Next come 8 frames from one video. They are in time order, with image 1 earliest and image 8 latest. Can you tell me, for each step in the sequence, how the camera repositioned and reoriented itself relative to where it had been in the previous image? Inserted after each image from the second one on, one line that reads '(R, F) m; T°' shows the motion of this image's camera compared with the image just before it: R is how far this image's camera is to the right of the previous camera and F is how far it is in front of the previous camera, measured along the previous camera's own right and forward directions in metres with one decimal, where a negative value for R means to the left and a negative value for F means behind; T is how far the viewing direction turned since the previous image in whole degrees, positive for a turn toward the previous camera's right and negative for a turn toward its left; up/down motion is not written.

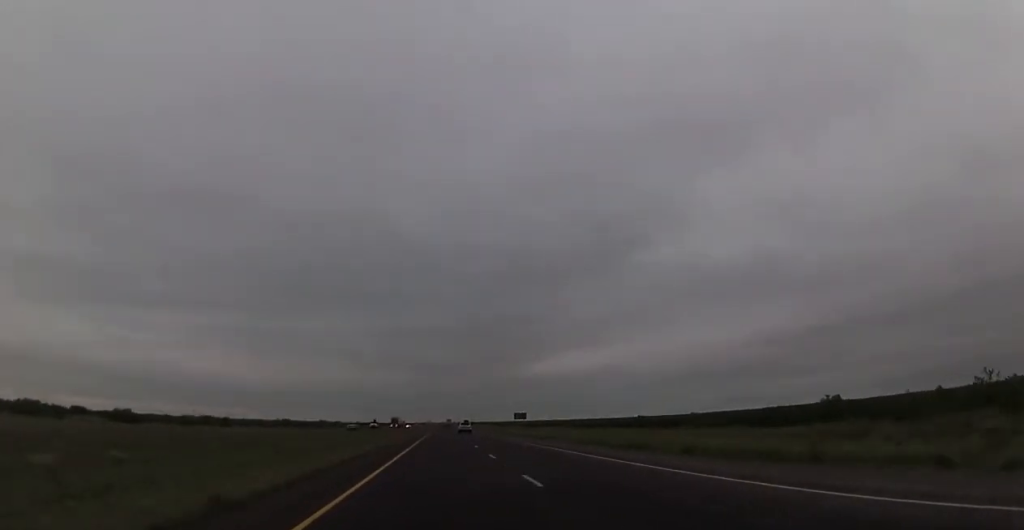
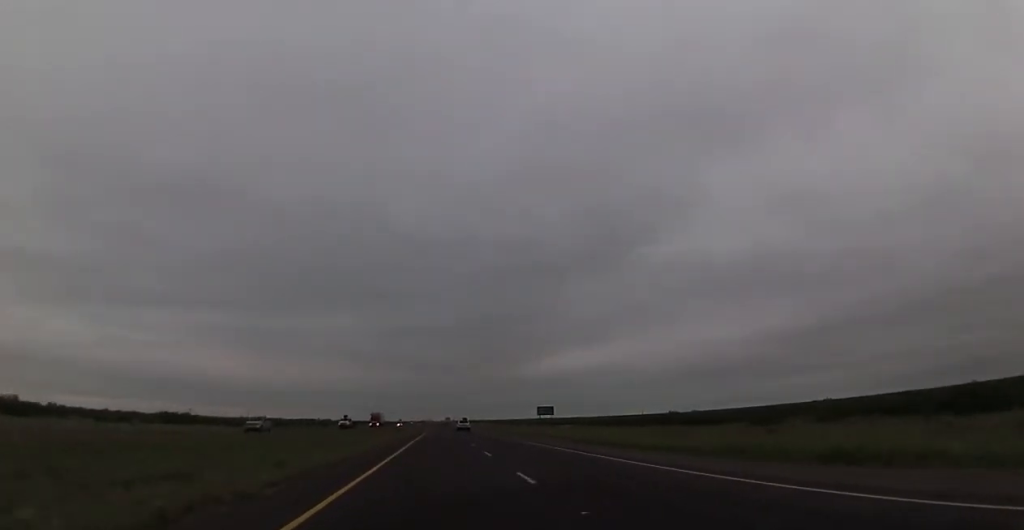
(-0.1, +35.9) m; 0°
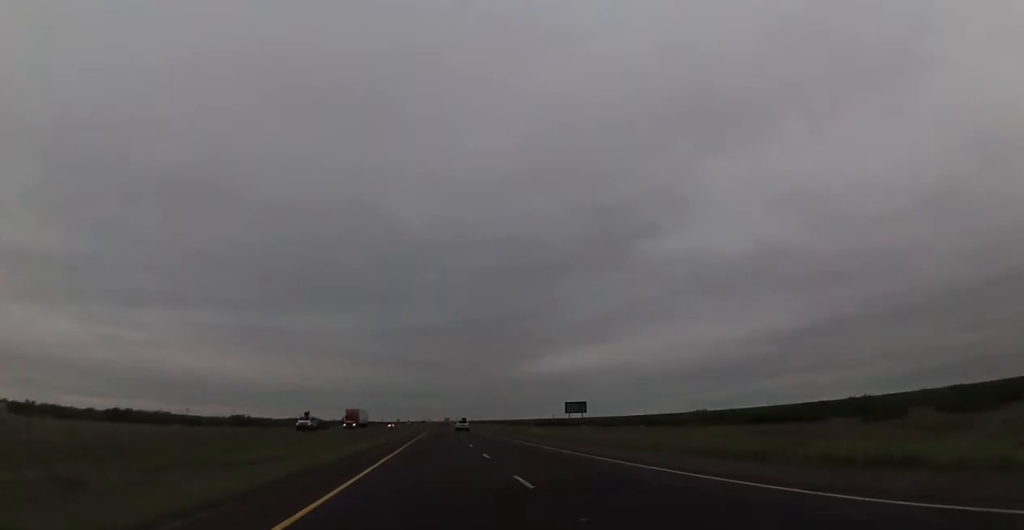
(+0.1, +24.8) m; 0°
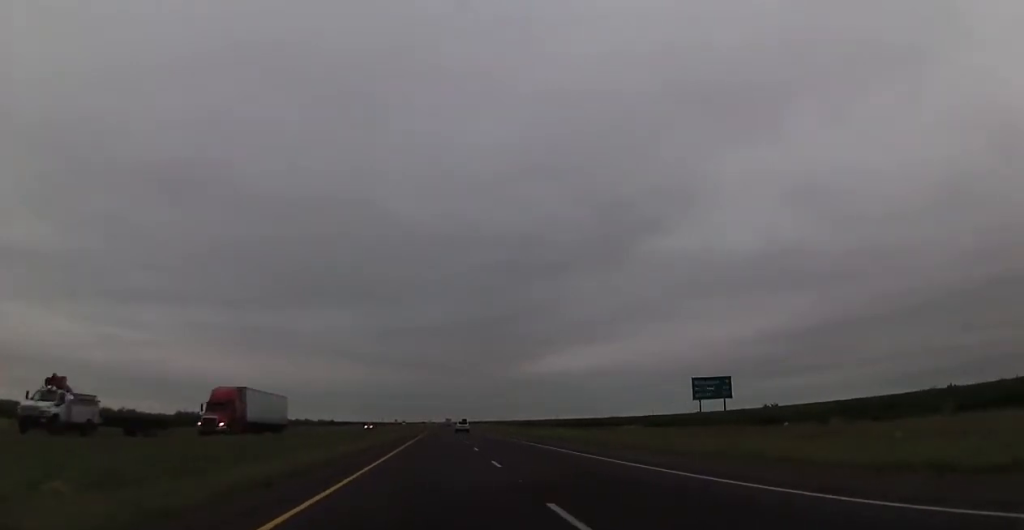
(-0.3, +42.1) m; 0°
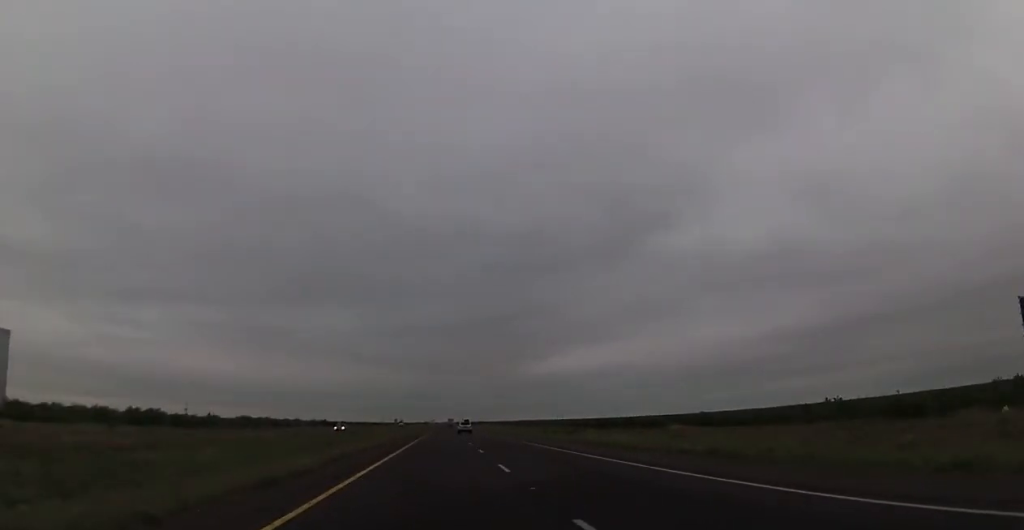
(+0.3, +26.0) m; 0°
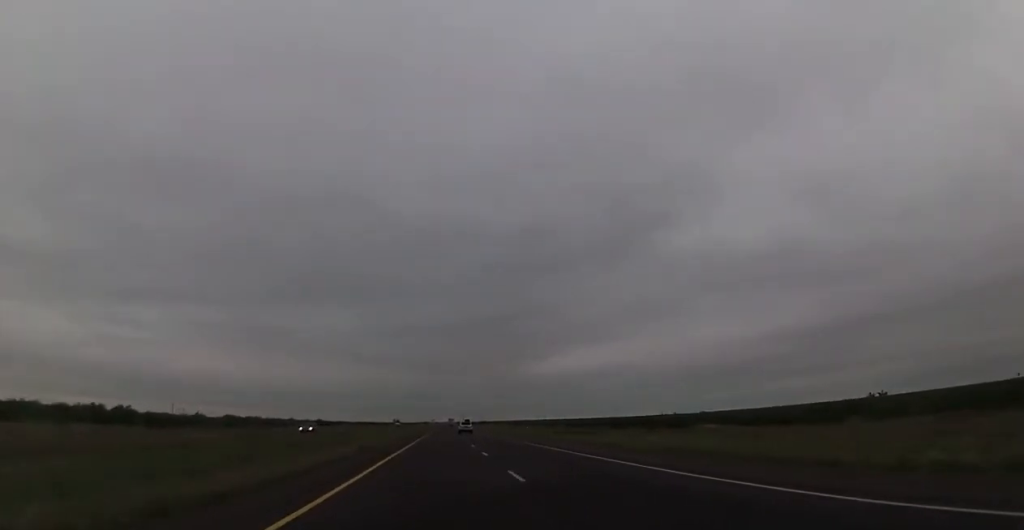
(0.0, +14.8) m; 0°
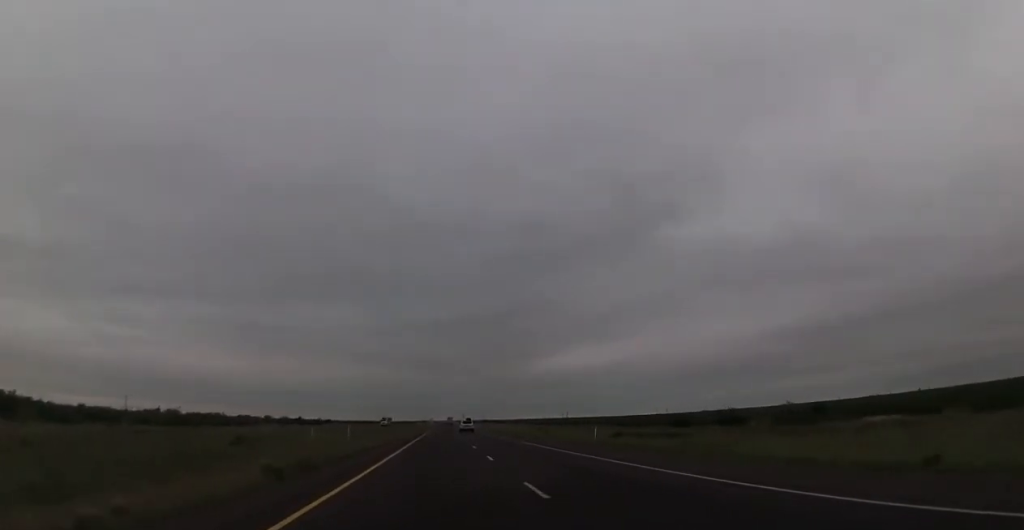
(0.0, +39.5) m; 0°
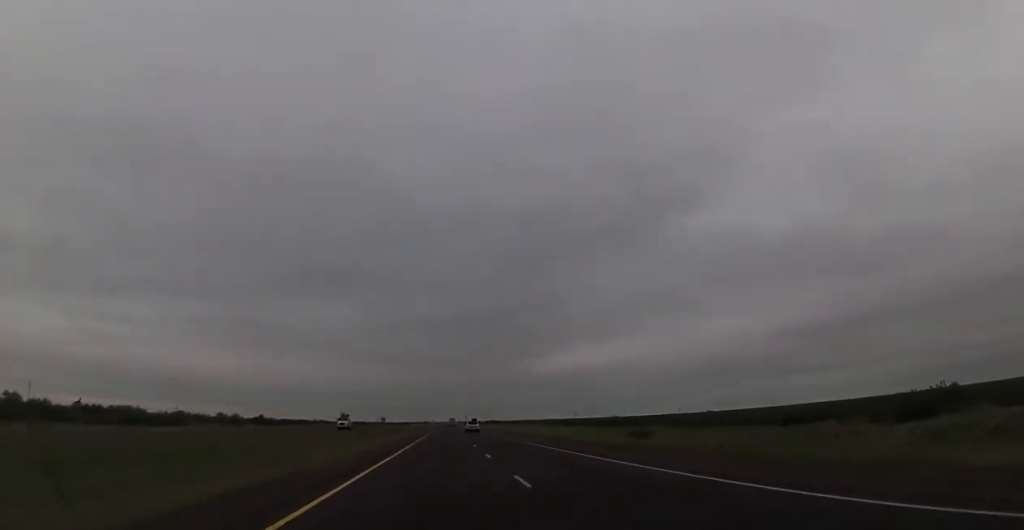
(-0.6, +58.2) m; 0°
